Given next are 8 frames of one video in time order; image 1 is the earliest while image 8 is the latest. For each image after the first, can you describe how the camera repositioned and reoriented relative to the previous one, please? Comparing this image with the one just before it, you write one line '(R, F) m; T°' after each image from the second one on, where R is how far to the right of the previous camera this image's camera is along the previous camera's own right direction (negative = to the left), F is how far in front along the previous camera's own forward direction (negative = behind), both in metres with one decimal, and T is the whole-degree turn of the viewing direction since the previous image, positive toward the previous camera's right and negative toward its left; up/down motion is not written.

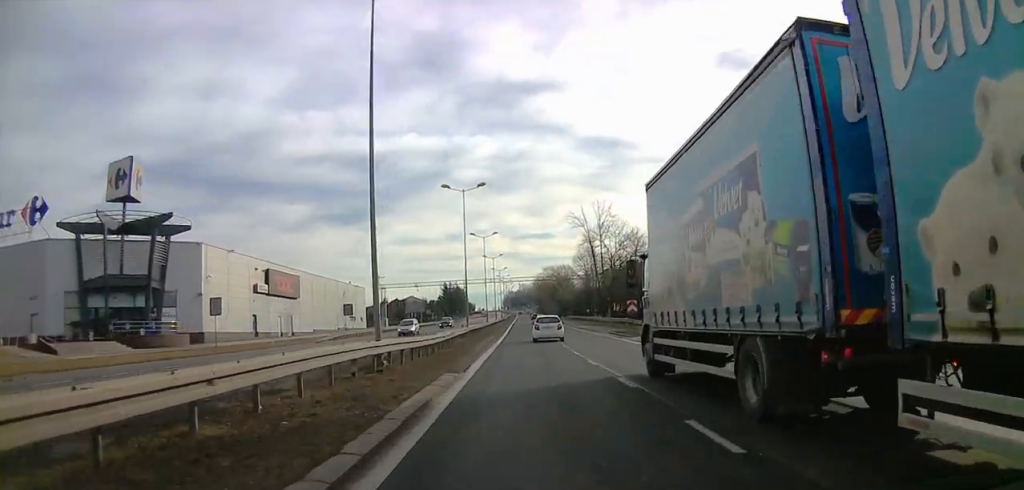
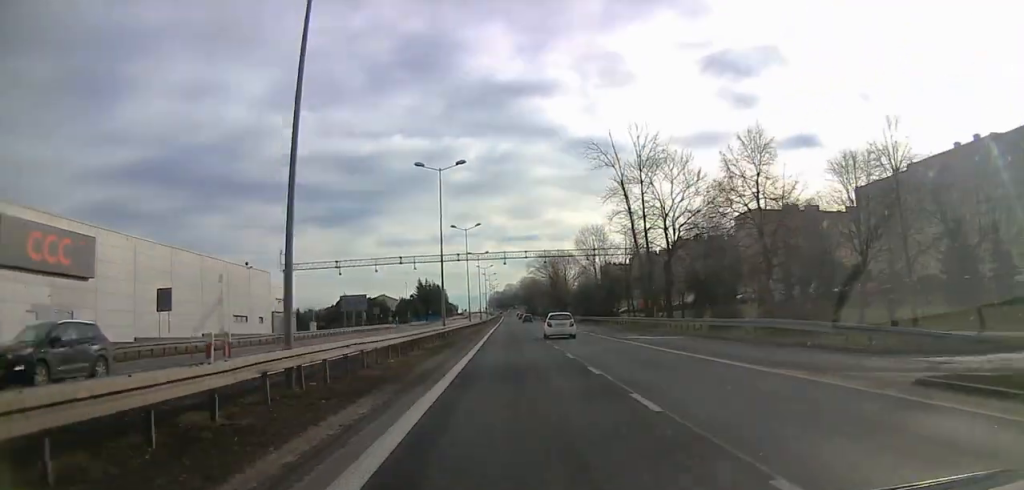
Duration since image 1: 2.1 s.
(+0.6, +36.5) m; +1°
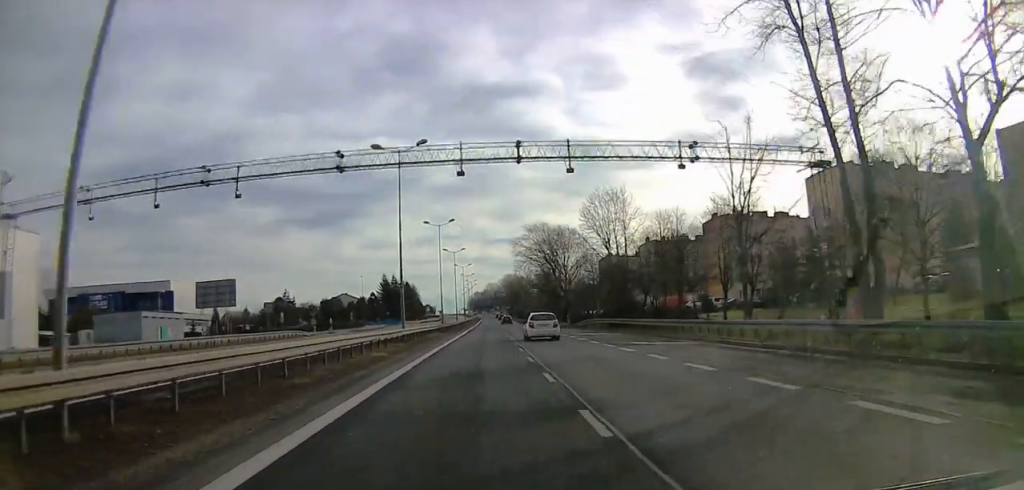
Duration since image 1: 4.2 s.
(0.0, +35.5) m; 0°
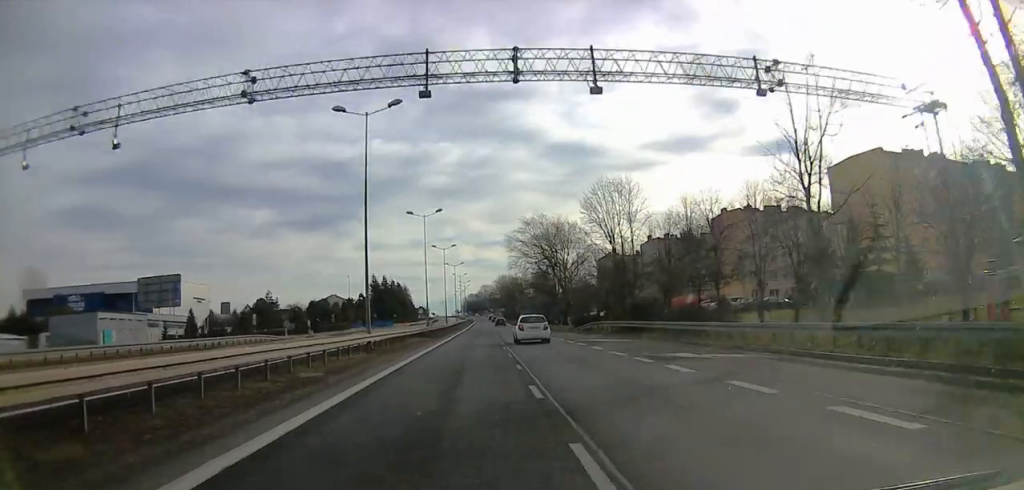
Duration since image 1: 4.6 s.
(0.0, +7.6) m; 0°
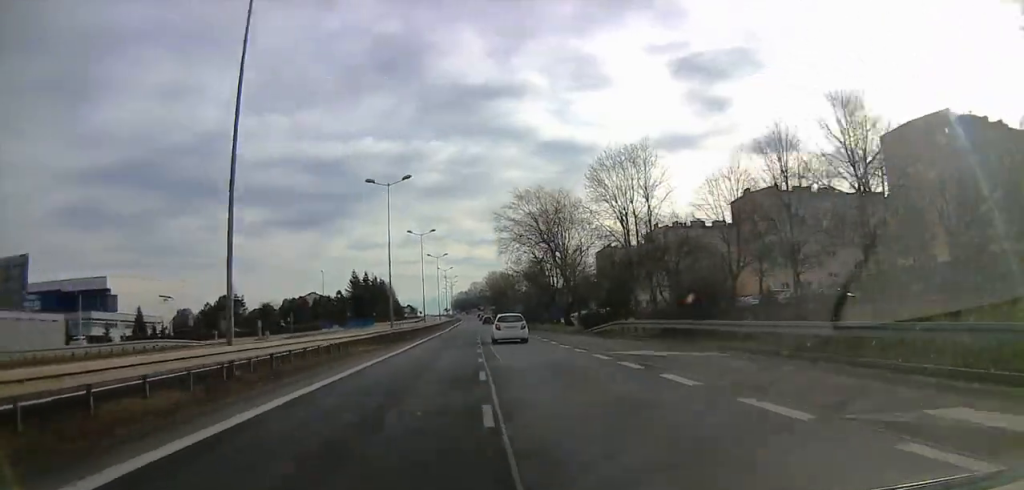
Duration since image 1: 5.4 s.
(0.0, +14.1) m; 0°
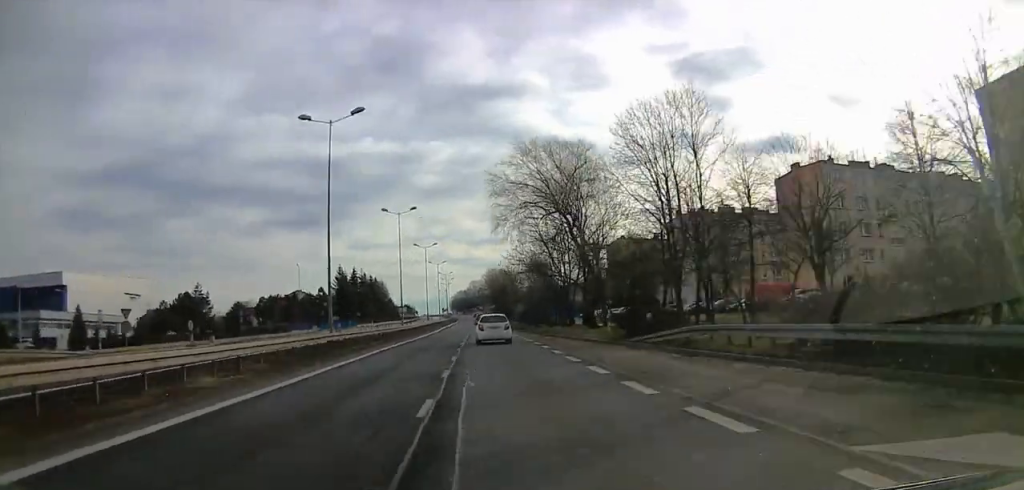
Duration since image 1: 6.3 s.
(0.0, +16.4) m; 0°
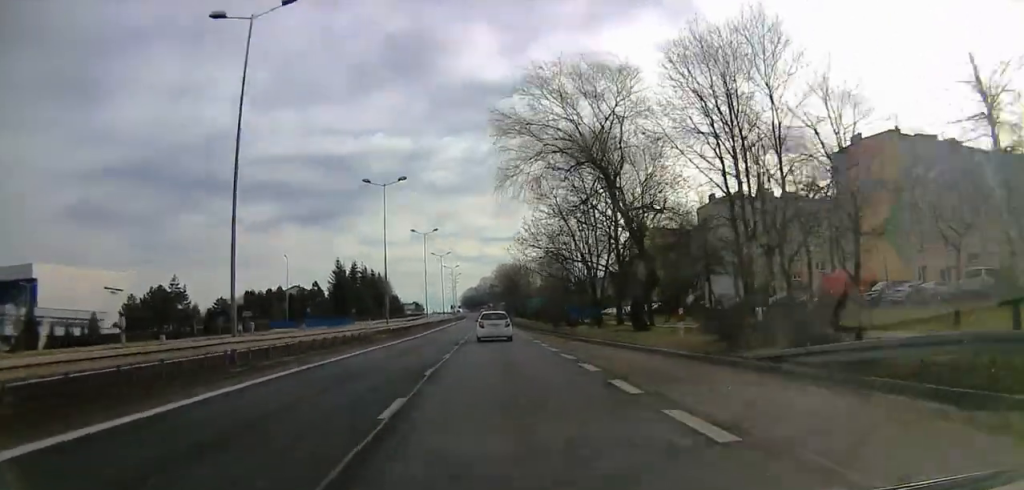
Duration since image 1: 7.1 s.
(0.0, +12.9) m; 0°
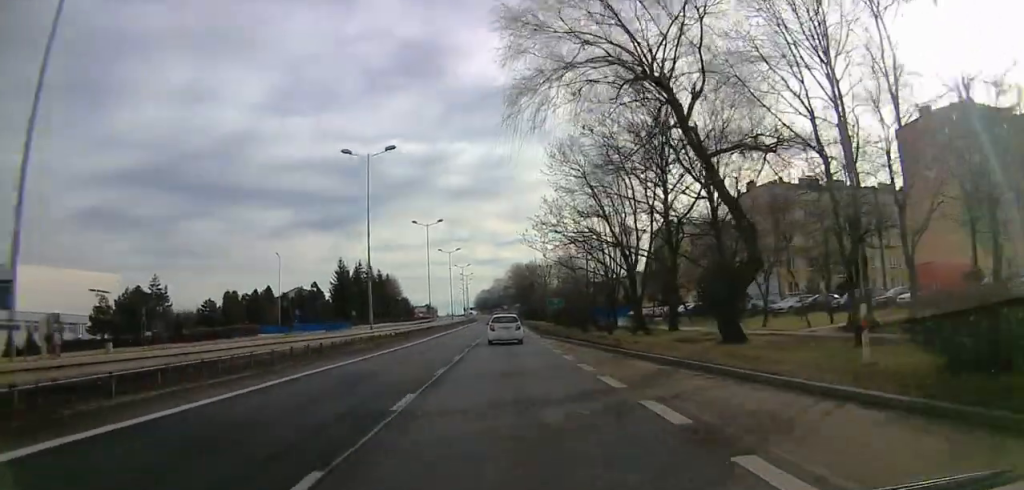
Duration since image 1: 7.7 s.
(0.0, +11.1) m; 0°
